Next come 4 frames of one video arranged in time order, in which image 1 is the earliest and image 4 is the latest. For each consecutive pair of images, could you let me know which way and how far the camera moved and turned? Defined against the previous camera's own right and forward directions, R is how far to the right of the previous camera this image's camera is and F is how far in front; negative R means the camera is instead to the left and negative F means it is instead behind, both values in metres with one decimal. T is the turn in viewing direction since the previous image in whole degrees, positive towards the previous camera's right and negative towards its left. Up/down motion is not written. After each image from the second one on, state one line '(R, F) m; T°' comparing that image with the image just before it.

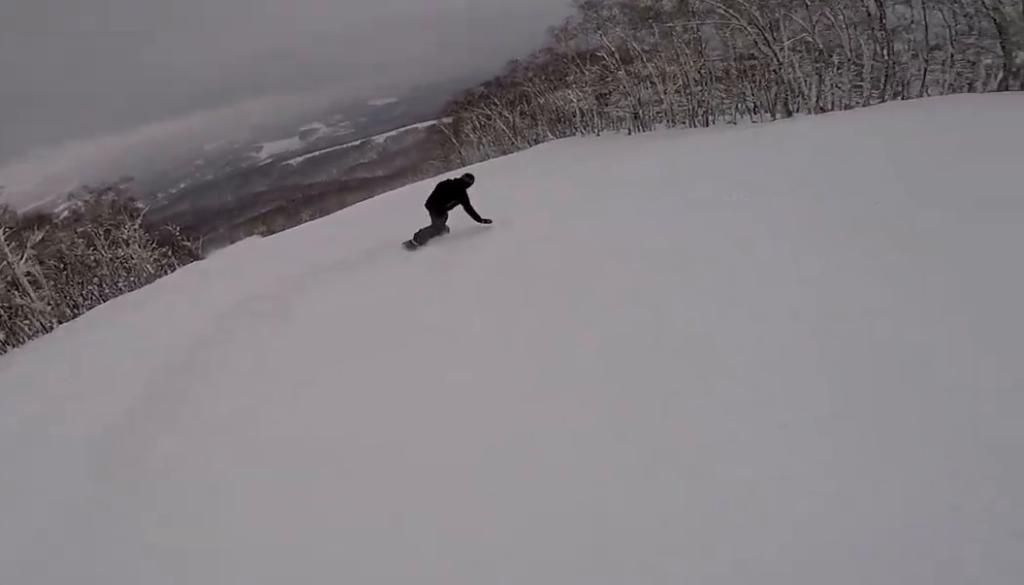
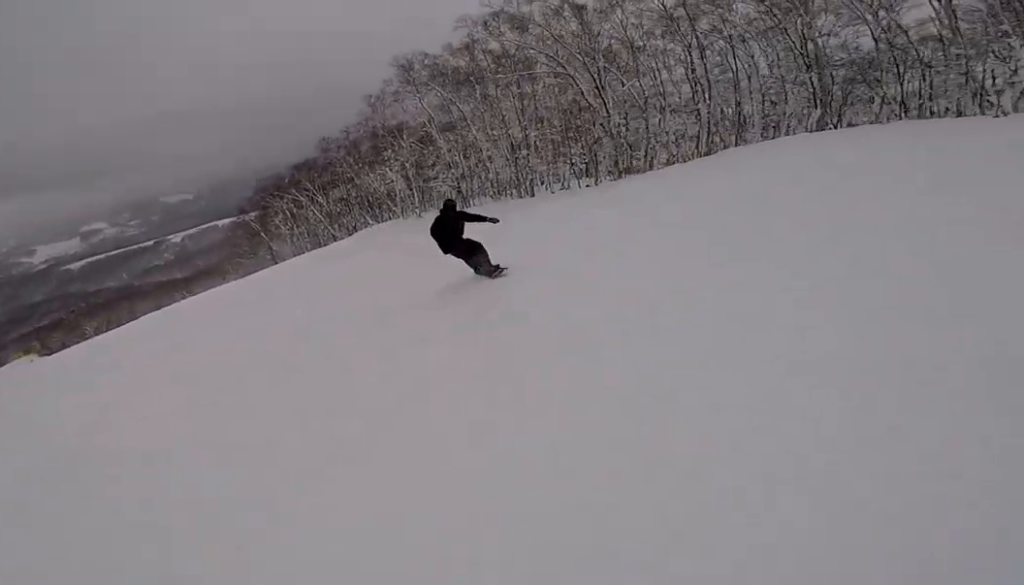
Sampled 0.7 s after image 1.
(+0.9, +8.5) m; +9°
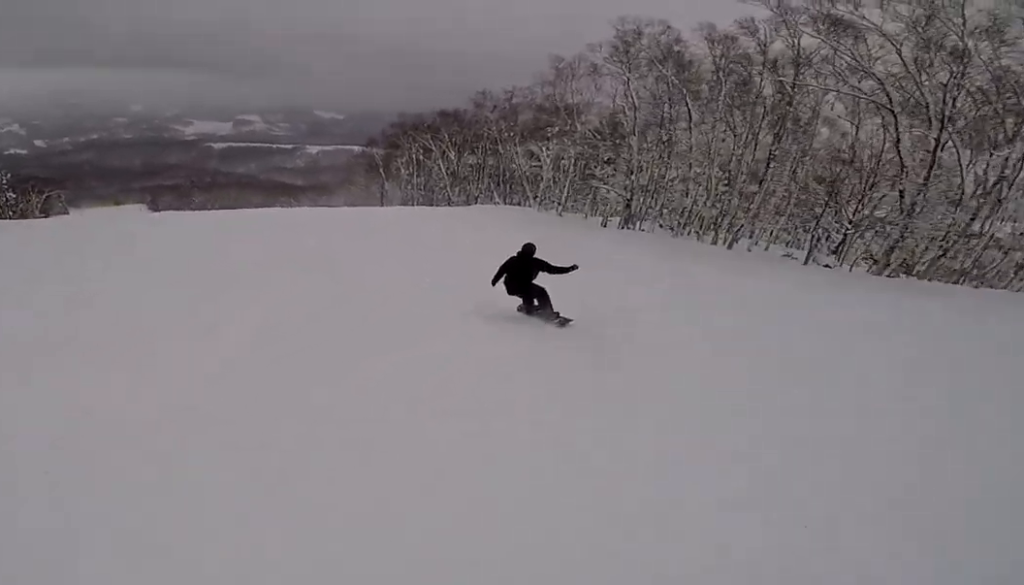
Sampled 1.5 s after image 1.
(+1.2, +8.8) m; 0°
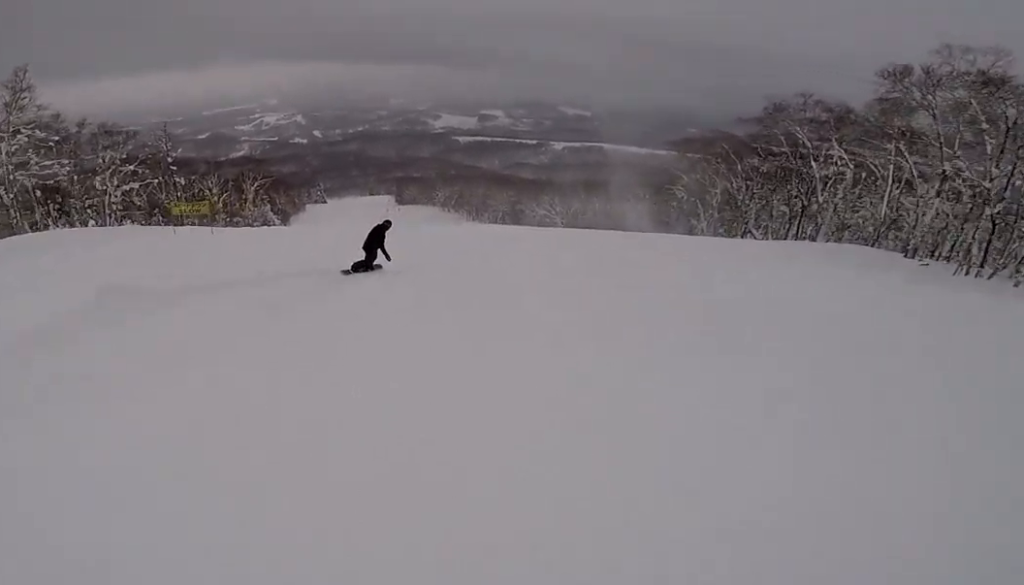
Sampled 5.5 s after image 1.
(-15.9, +40.7) m; -17°
